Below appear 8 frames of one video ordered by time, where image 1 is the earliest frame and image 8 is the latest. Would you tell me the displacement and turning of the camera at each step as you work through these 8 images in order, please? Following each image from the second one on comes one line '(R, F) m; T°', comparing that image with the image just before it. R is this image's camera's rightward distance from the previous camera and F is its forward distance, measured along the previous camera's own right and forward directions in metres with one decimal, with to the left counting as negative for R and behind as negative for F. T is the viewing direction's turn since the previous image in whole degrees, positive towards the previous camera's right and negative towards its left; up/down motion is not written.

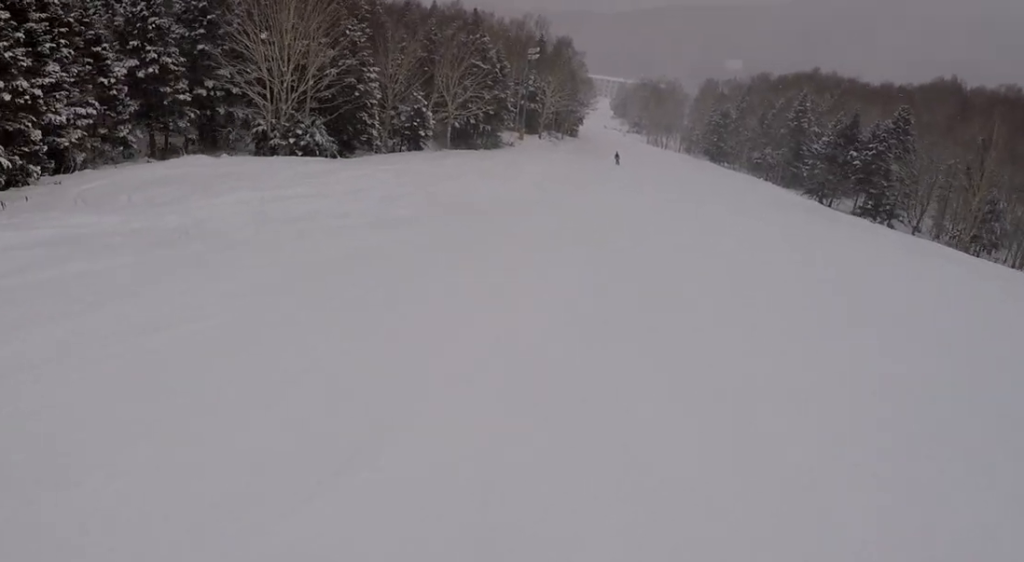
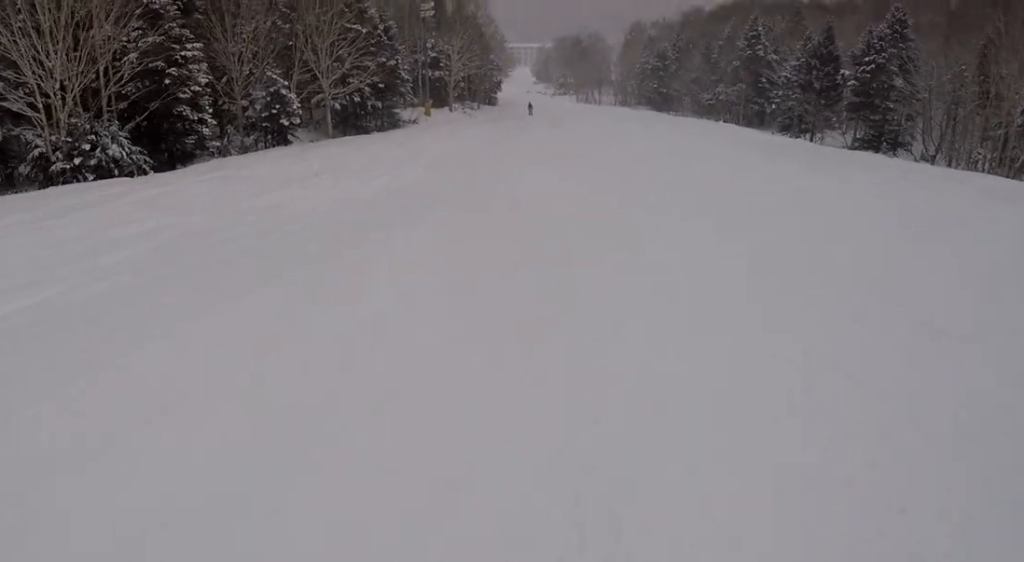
(+0.7, +15.4) m; +4°
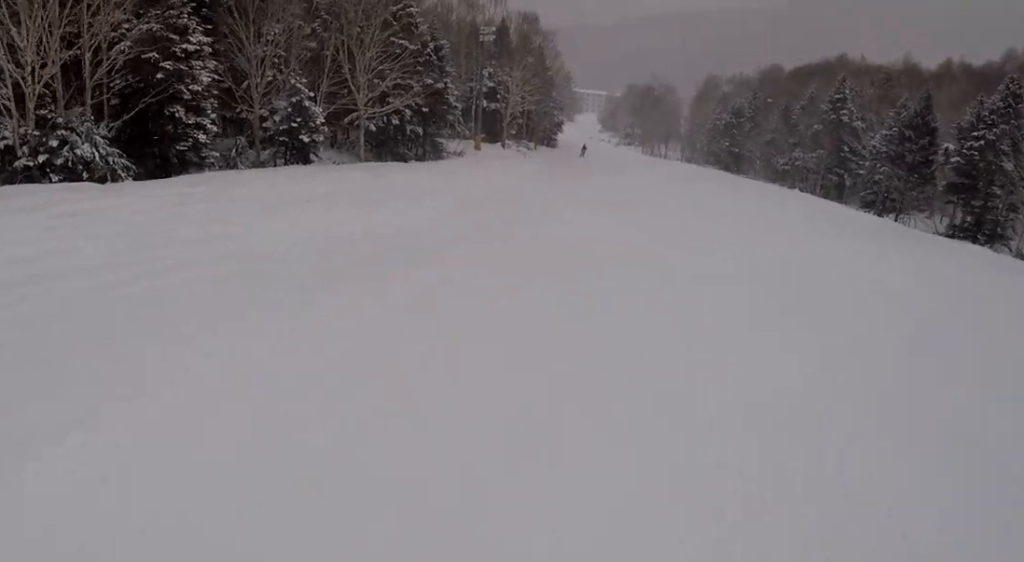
(+0.6, +6.1) m; -2°
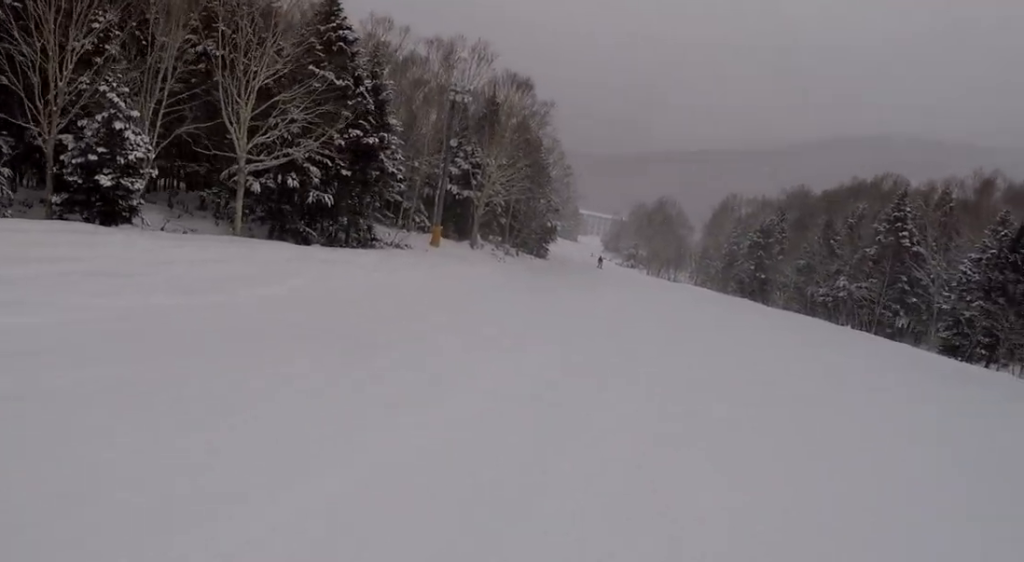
(-1.3, +17.6) m; 0°
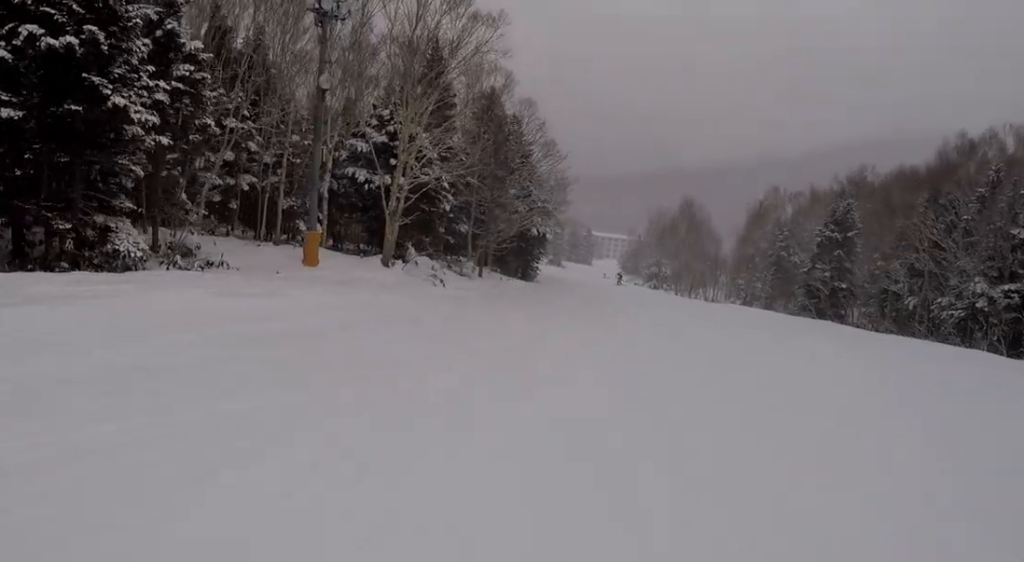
(+1.0, +21.6) m; -2°
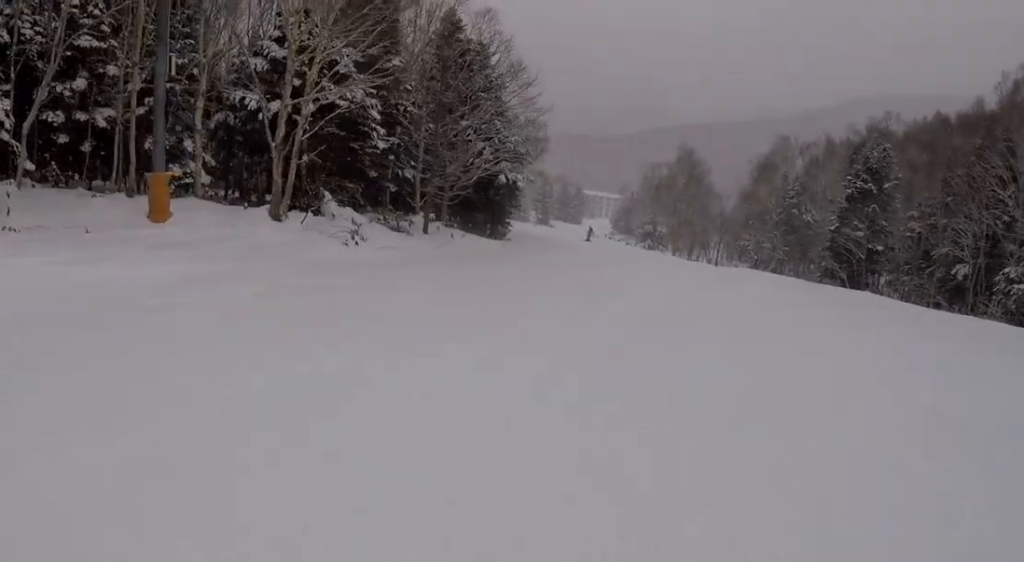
(-0.2, +9.1) m; -1°
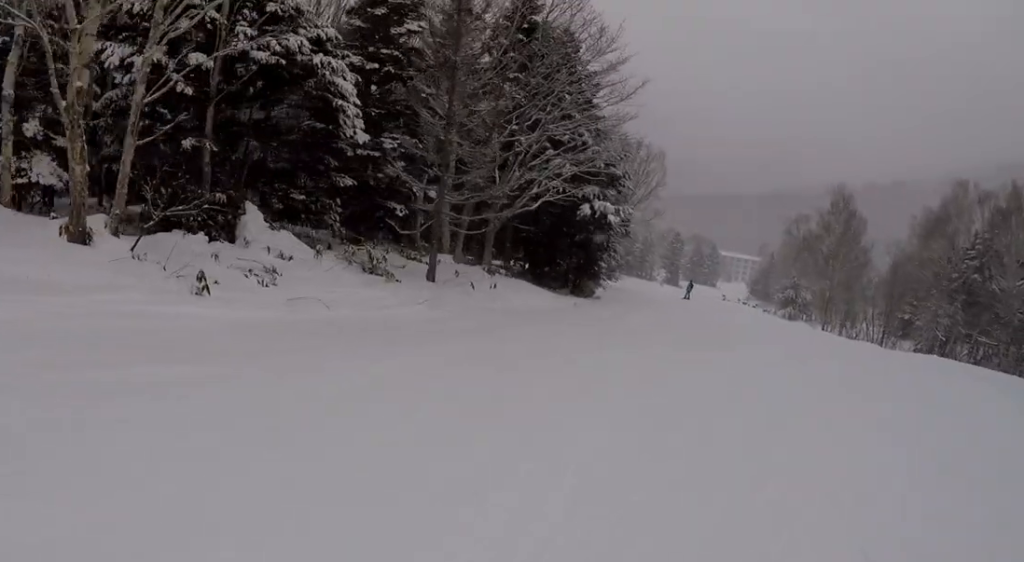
(-0.1, +13.2) m; -2°
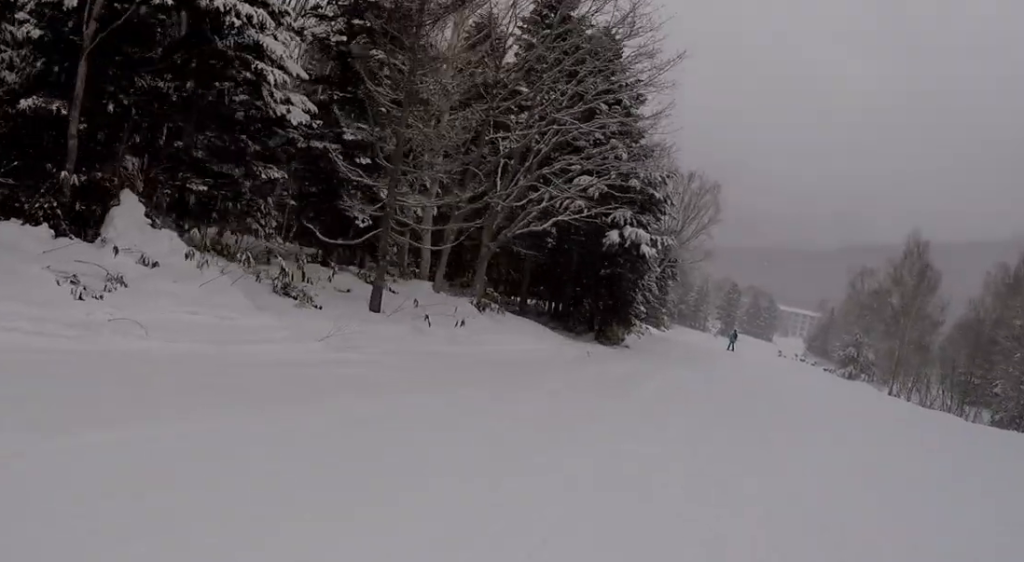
(0.0, +6.0) m; -1°
